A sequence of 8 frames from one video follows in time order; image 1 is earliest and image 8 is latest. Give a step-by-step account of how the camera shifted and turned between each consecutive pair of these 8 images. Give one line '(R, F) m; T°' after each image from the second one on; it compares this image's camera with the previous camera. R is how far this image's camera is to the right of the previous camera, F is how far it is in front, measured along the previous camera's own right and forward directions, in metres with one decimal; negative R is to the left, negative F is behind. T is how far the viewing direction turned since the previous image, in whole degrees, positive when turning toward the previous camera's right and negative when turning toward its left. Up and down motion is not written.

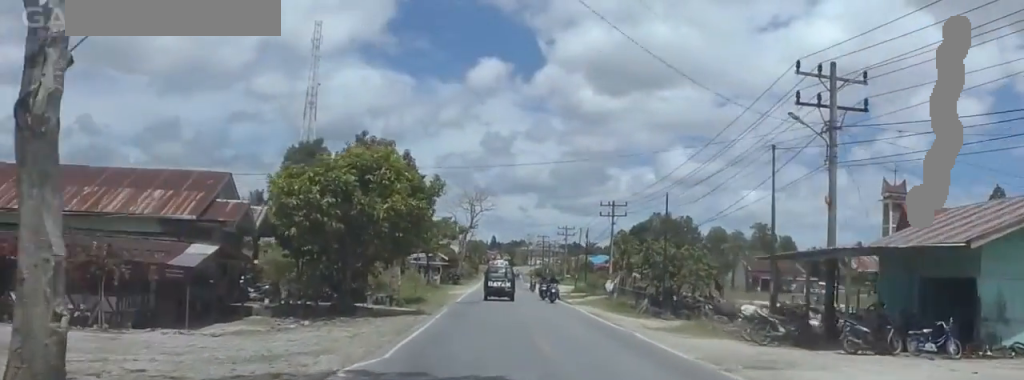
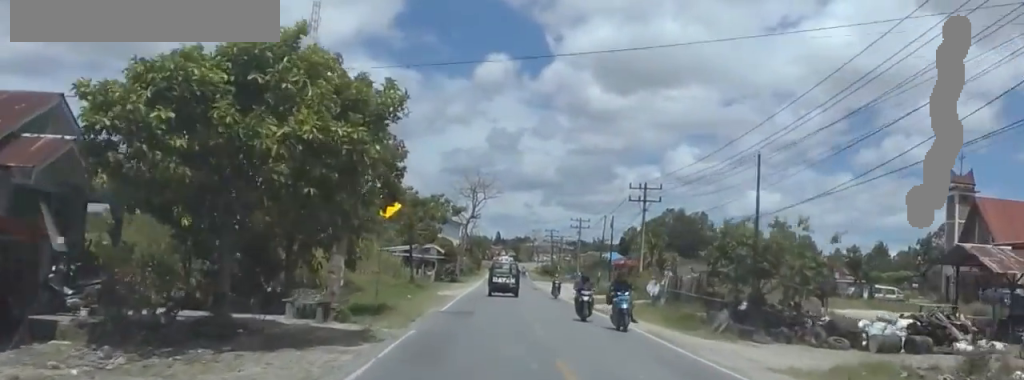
(0.0, +14.6) m; 0°
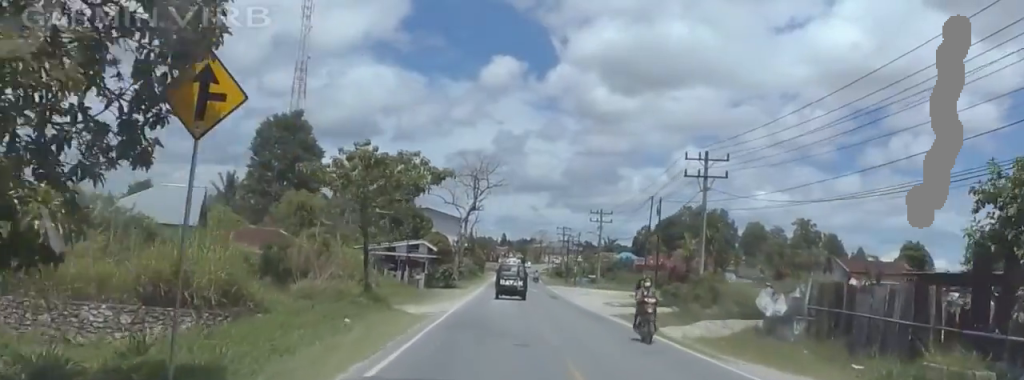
(0.0, +17.6) m; 0°
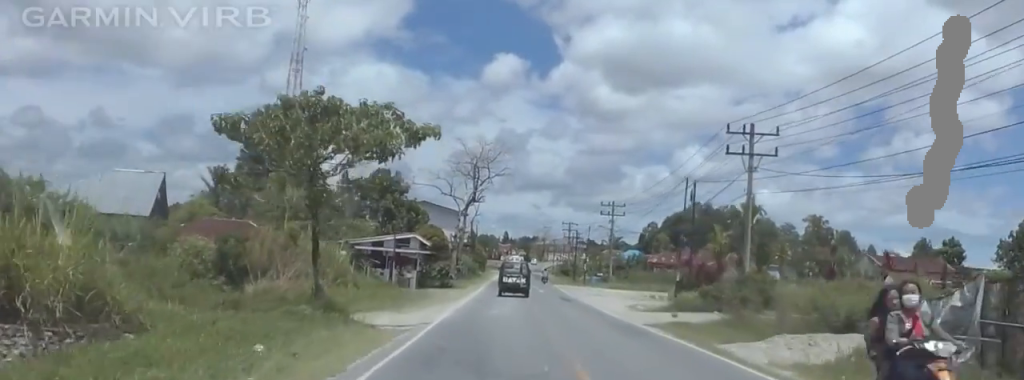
(0.0, +8.3) m; 0°
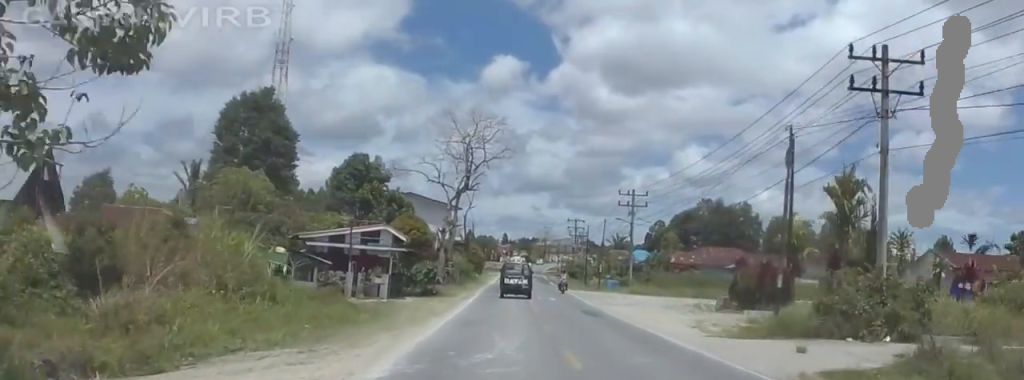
(0.0, +14.3) m; 0°
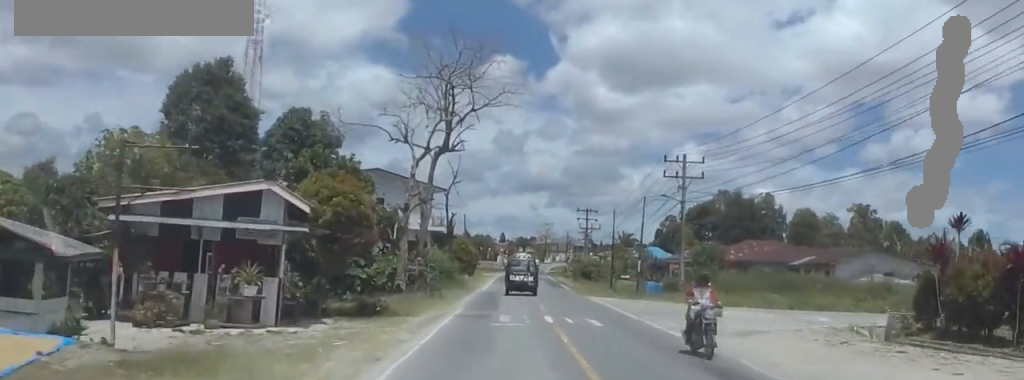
(0.0, +21.6) m; 0°
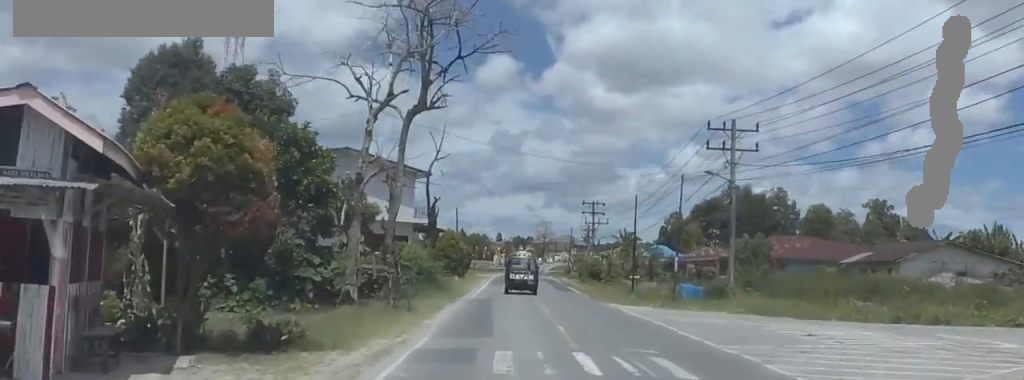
(0.0, +11.7) m; 0°
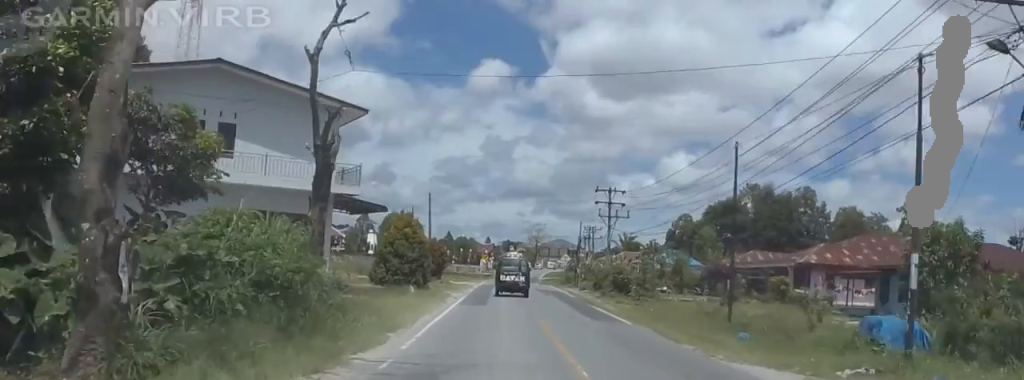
(0.0, +24.2) m; 0°
